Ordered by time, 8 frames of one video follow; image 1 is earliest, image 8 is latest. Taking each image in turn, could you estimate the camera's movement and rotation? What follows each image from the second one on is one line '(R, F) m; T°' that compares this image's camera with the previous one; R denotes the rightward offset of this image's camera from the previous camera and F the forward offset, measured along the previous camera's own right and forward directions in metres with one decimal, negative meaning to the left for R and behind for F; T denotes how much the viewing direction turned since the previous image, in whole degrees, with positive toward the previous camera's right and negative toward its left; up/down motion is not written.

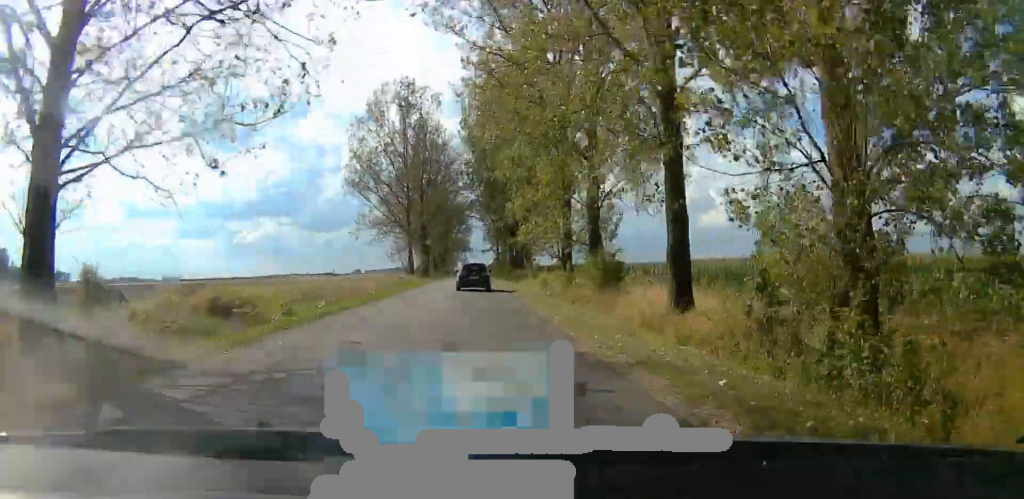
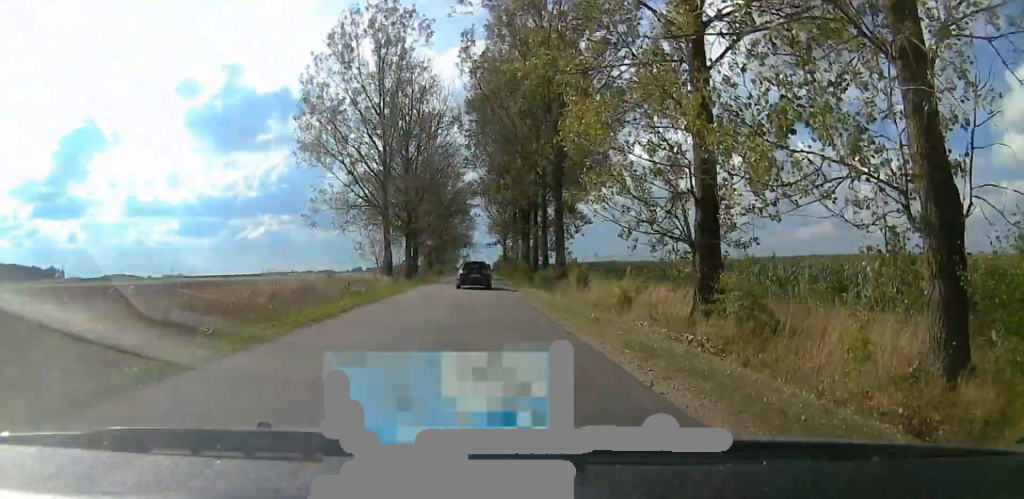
(0.0, +23.7) m; -1°
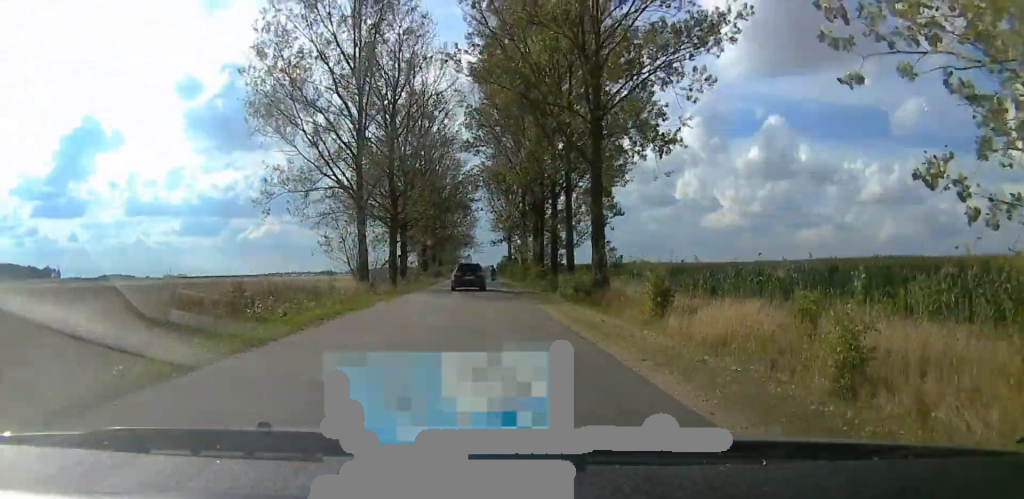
(-0.1, +13.8) m; -1°
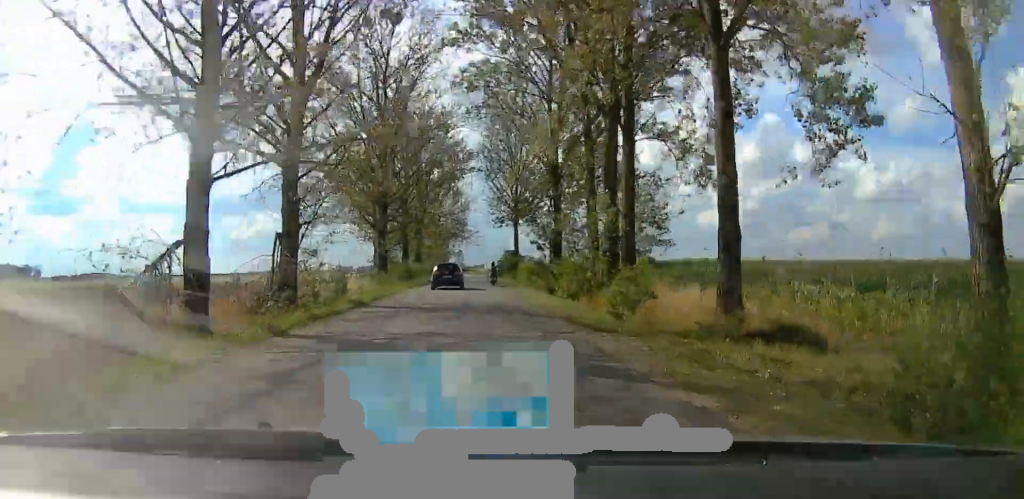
(-0.8, +36.2) m; +1°
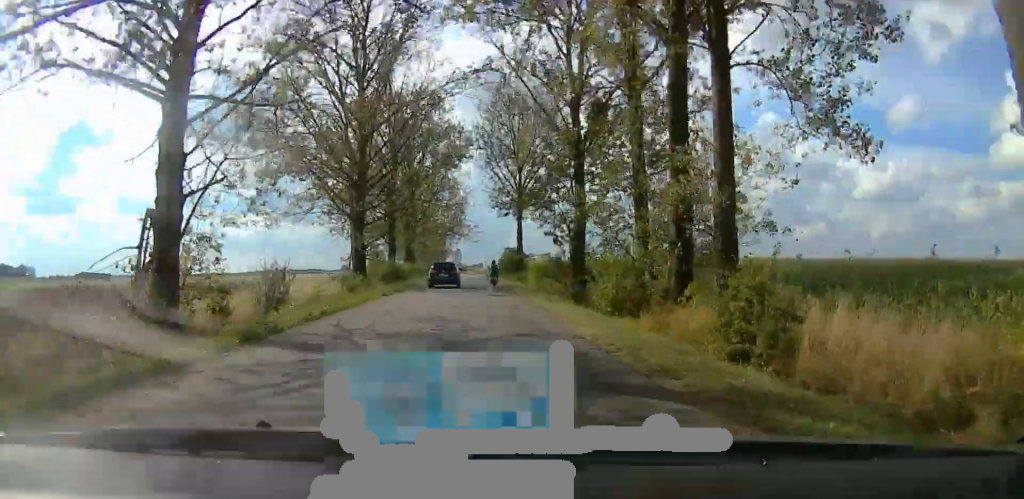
(+0.4, +10.3) m; +1°
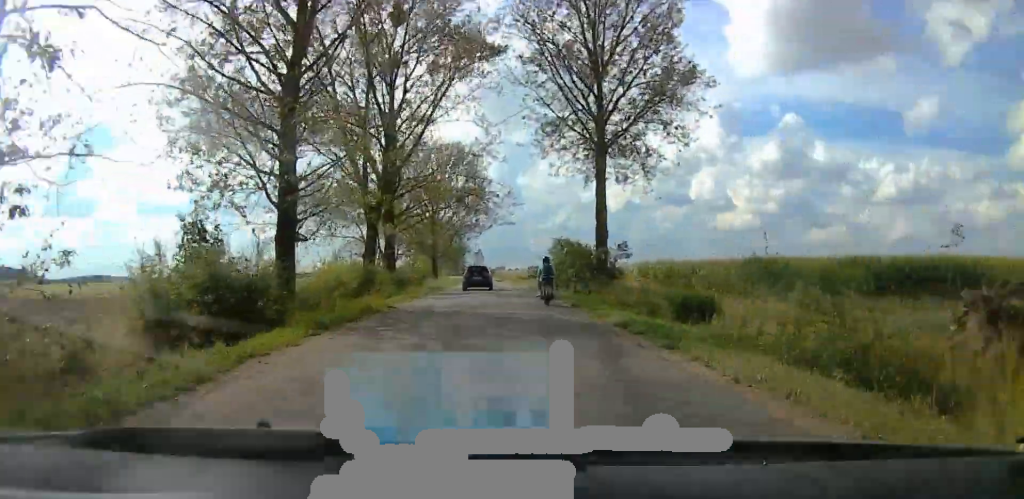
(-0.4, +41.2) m; -3°
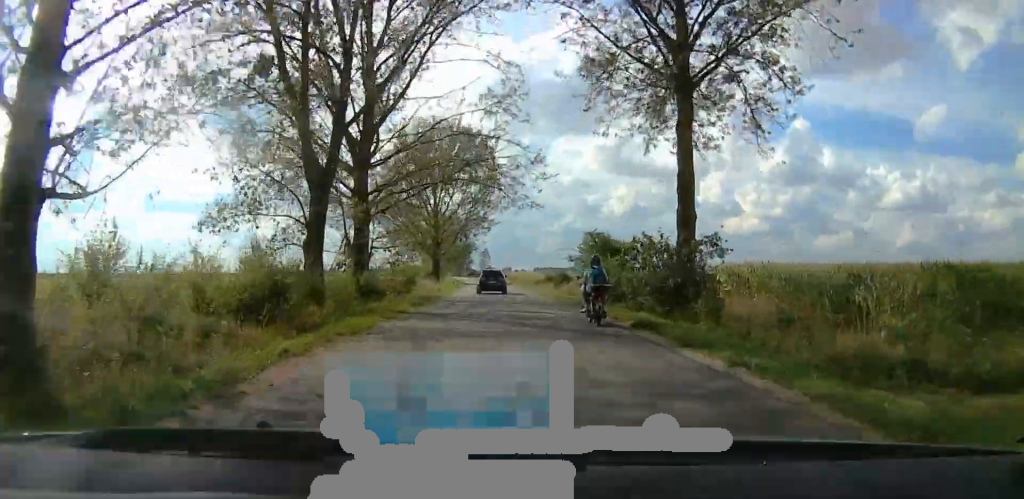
(-0.3, +15.1) m; -1°
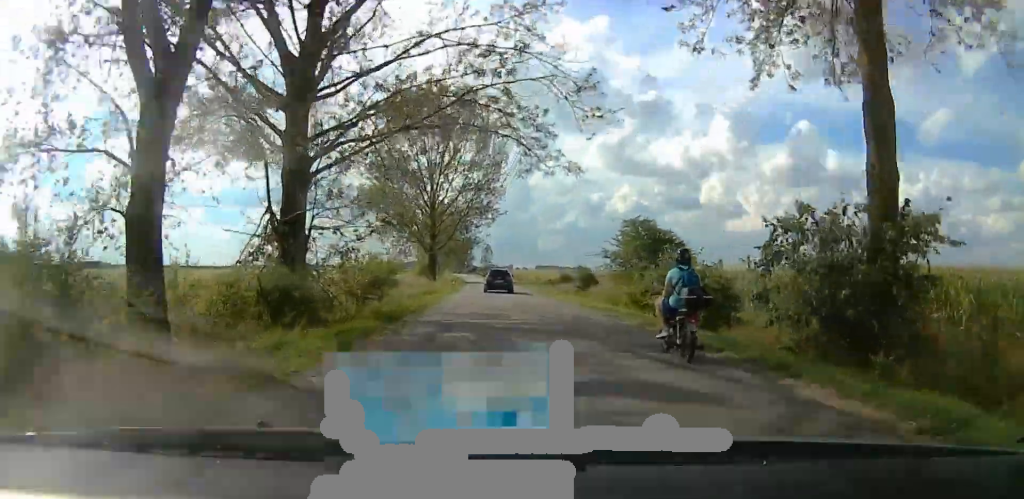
(0.0, +13.8) m; 0°
